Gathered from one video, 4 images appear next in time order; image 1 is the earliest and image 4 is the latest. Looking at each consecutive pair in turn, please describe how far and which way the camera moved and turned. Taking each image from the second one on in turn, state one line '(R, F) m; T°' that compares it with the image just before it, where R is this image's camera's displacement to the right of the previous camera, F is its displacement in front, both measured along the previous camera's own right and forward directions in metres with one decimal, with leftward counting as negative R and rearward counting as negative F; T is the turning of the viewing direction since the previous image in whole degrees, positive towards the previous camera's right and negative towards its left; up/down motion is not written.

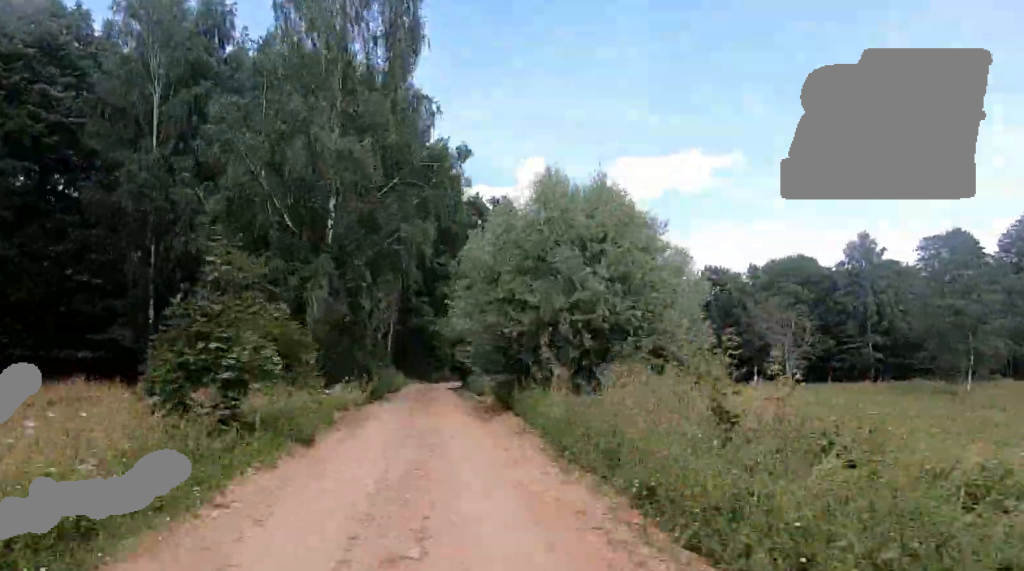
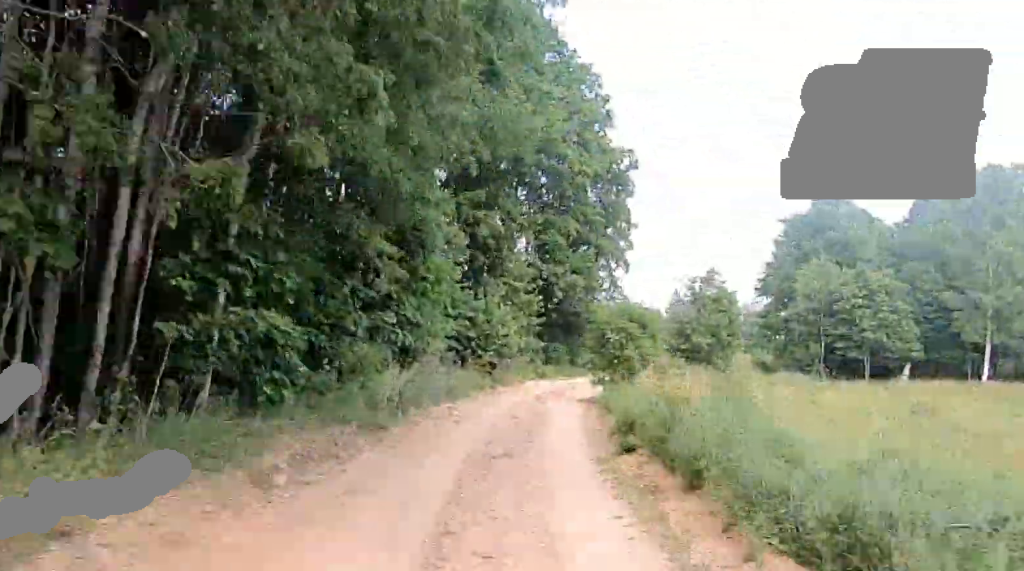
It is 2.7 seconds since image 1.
(+7.0, +37.9) m; +15°
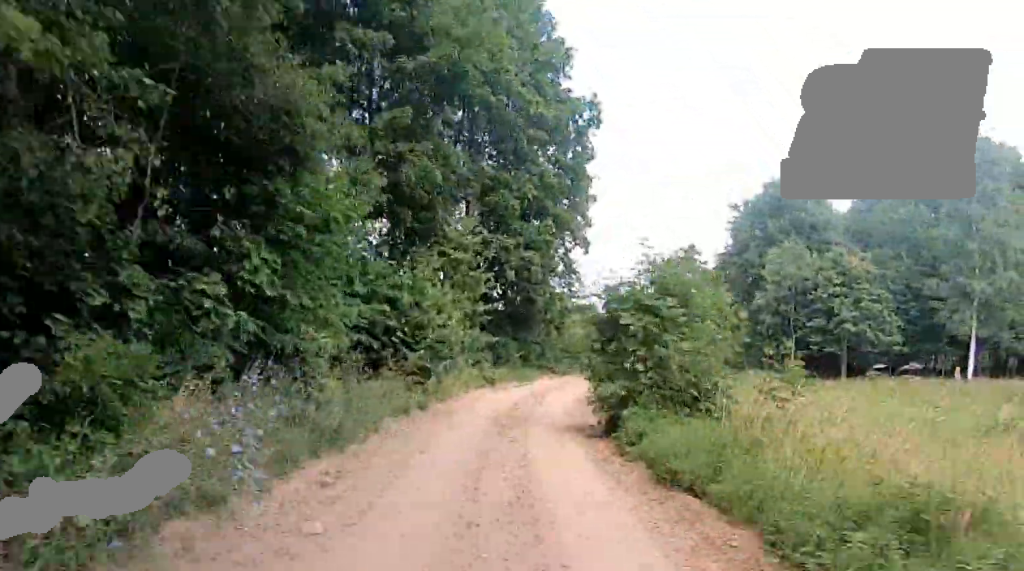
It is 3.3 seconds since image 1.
(0.0, +7.8) m; 0°
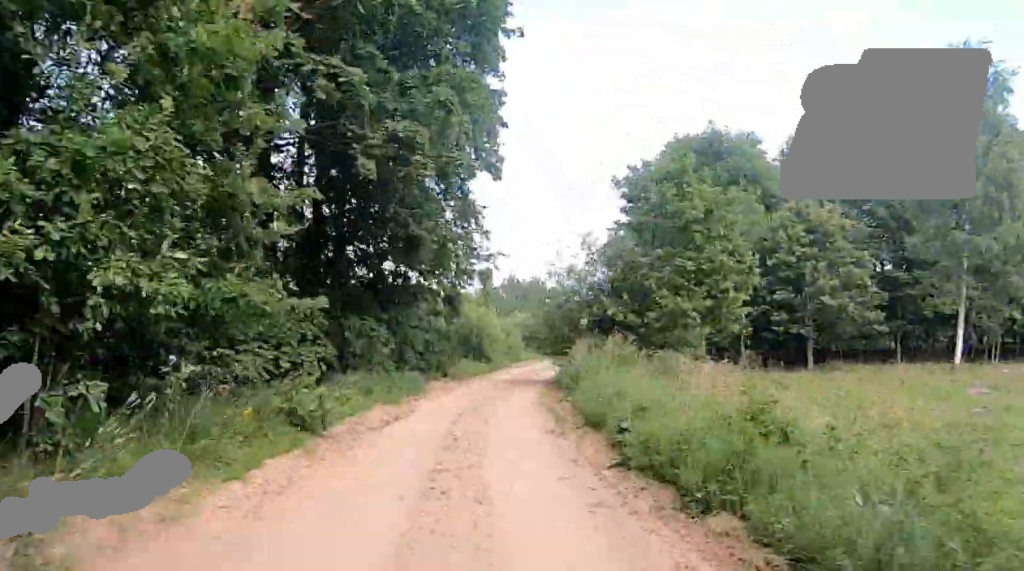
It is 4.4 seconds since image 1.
(0.0, +13.9) m; 0°
